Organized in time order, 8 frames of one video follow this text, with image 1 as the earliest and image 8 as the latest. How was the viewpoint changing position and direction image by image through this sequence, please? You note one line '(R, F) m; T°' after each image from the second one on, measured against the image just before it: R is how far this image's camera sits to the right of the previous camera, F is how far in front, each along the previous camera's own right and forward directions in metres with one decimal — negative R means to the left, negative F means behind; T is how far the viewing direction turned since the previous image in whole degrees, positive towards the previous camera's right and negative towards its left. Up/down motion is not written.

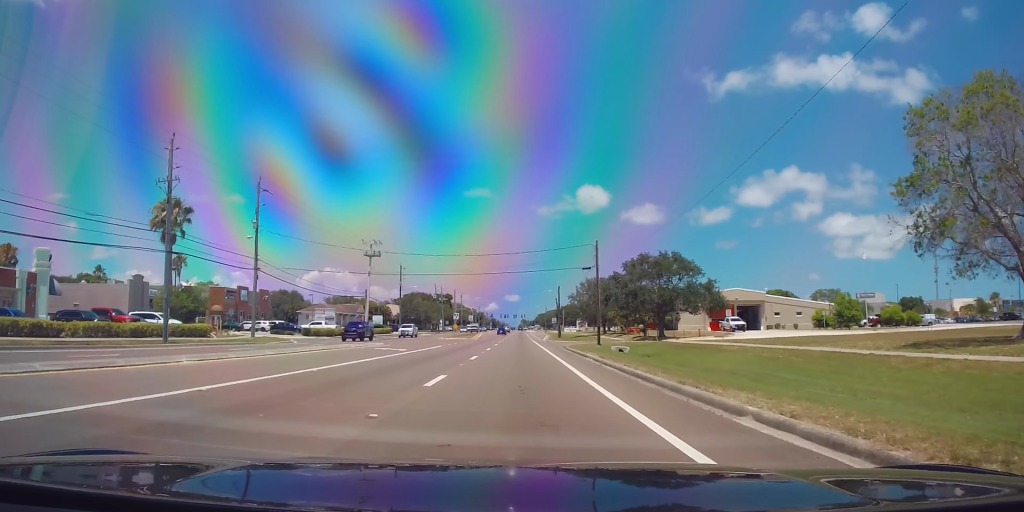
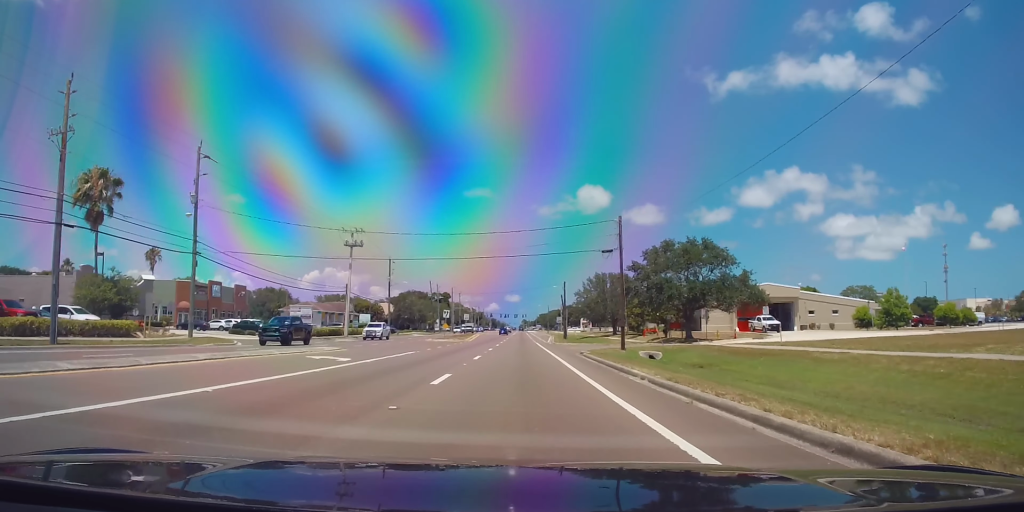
(0.0, +11.5) m; 0°
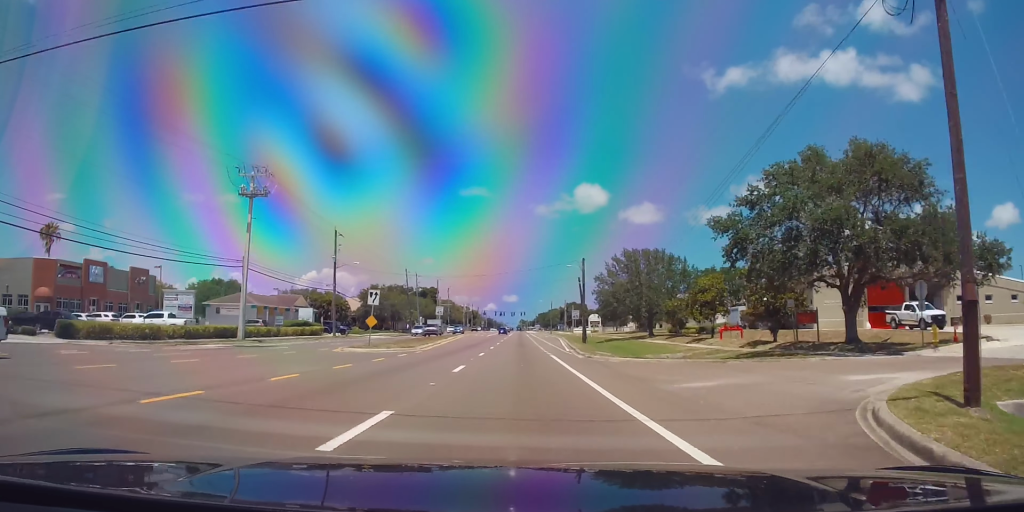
(0.0, +31.8) m; 0°
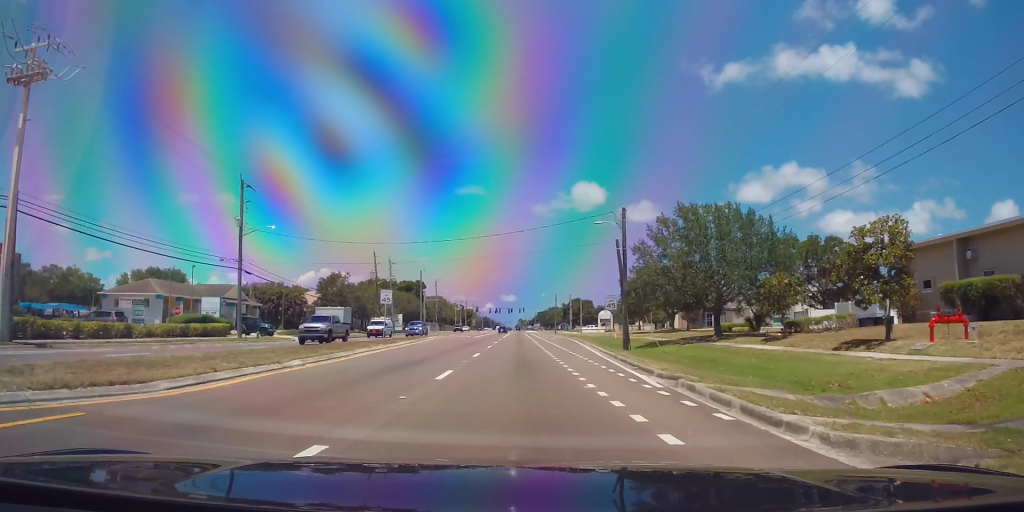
(0.0, +27.1) m; 0°
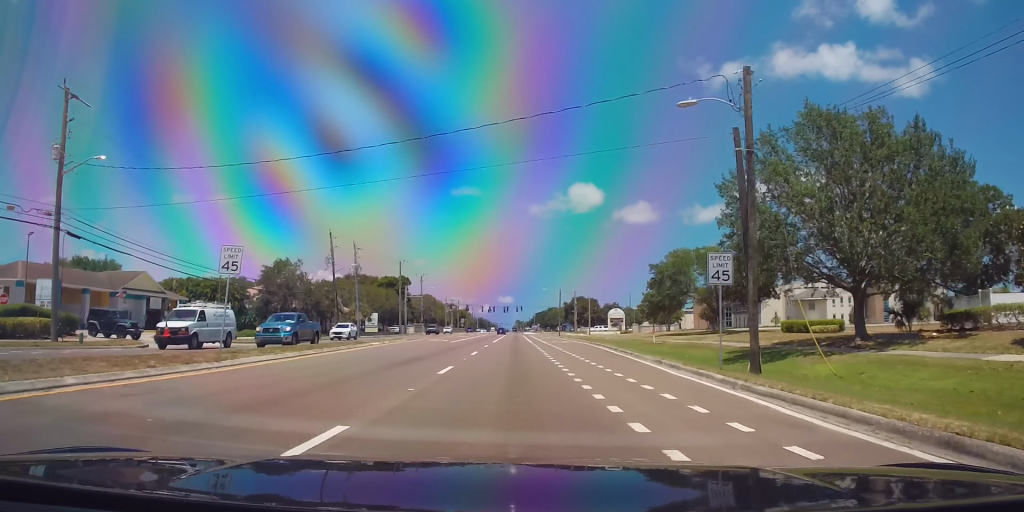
(0.0, +23.0) m; 0°
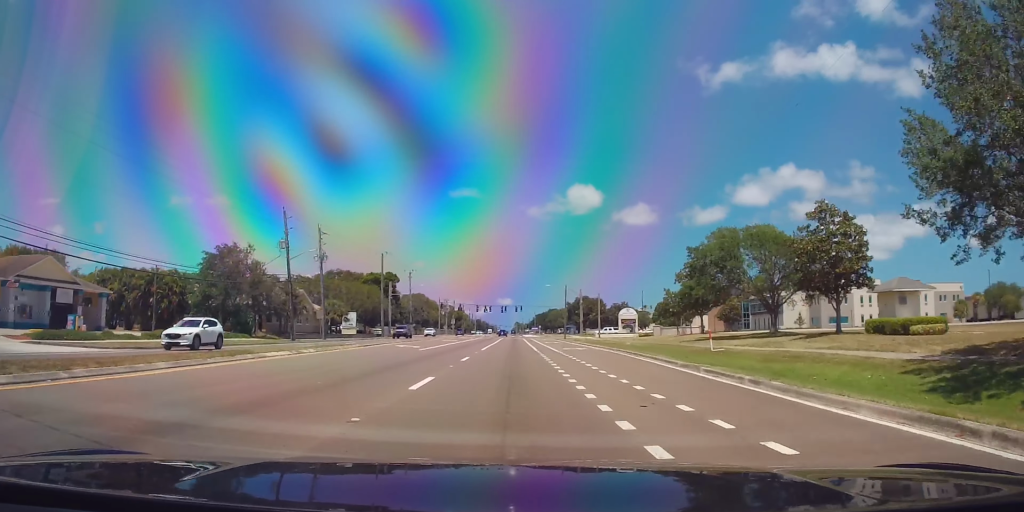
(0.0, +16.0) m; 0°
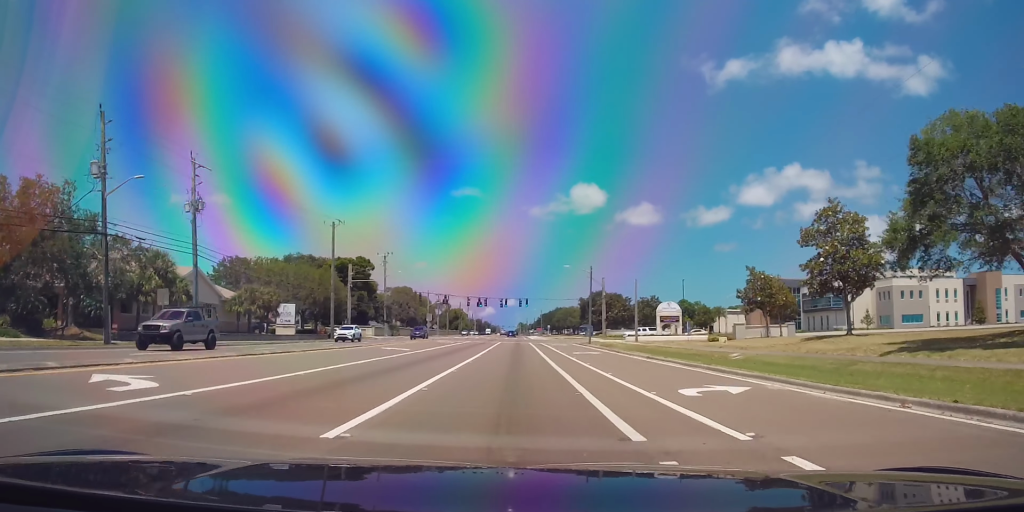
(0.0, +31.7) m; 0°
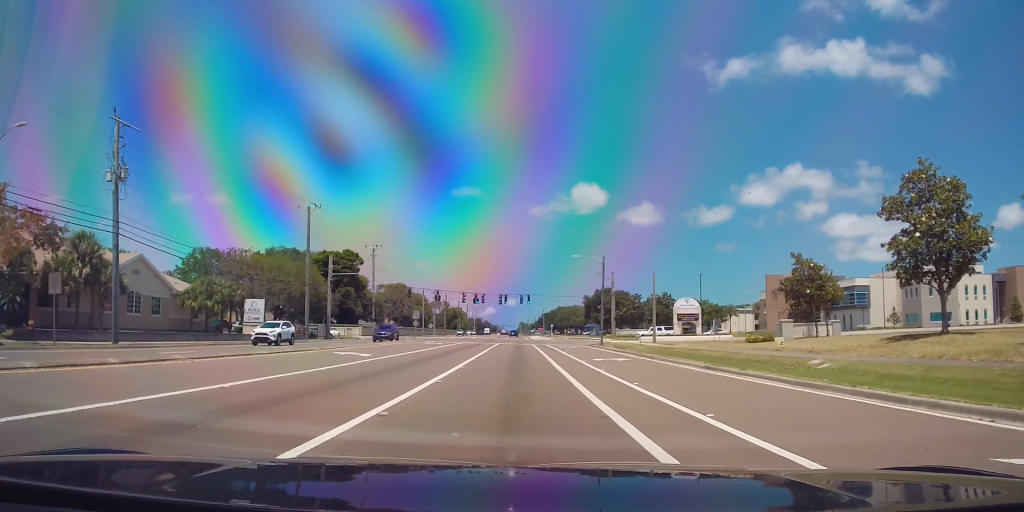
(0.0, +9.9) m; 0°
